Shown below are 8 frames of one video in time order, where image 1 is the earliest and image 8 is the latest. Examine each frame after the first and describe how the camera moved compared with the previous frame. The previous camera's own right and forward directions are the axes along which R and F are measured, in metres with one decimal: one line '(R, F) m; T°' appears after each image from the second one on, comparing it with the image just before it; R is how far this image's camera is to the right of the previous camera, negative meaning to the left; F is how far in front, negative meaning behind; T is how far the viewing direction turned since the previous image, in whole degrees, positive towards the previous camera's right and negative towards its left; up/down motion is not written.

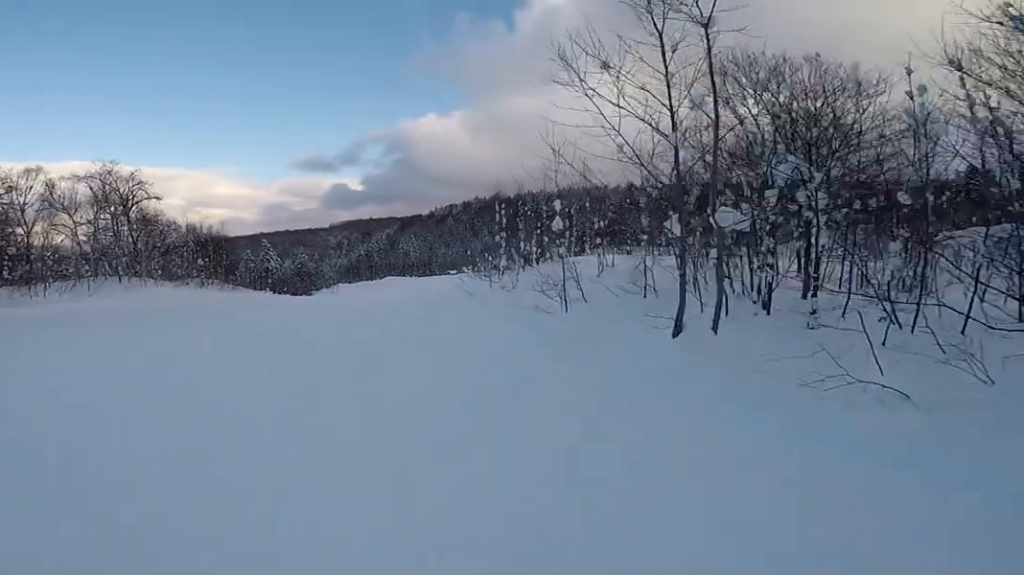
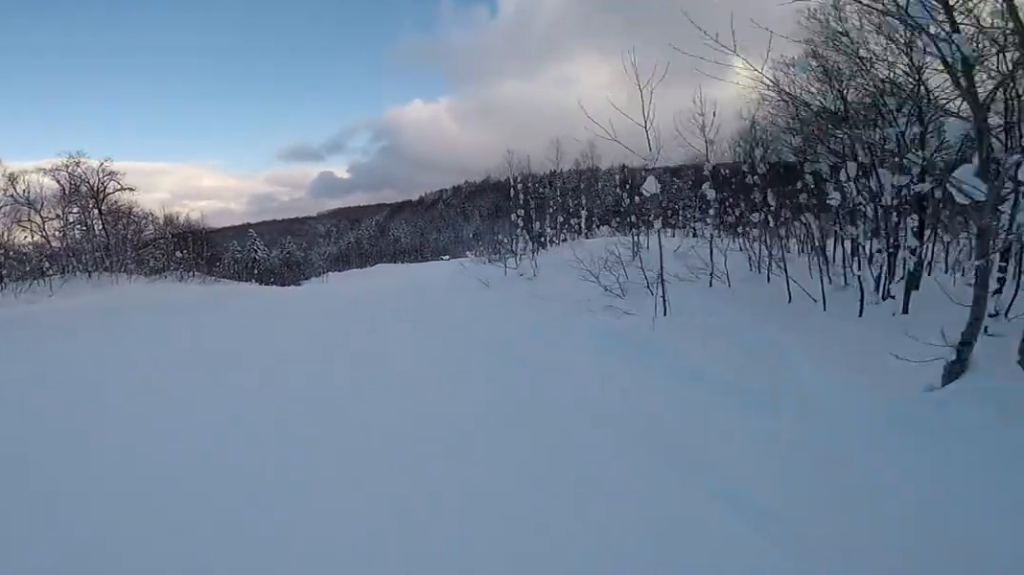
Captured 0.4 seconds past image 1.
(-0.3, +3.7) m; +5°
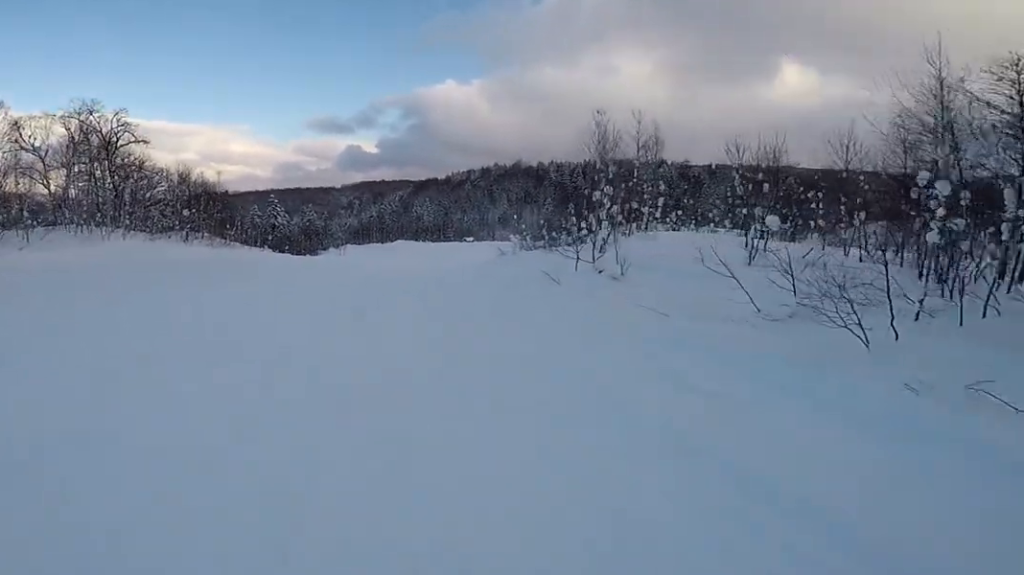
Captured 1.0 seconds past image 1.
(+0.7, +5.1) m; +6°
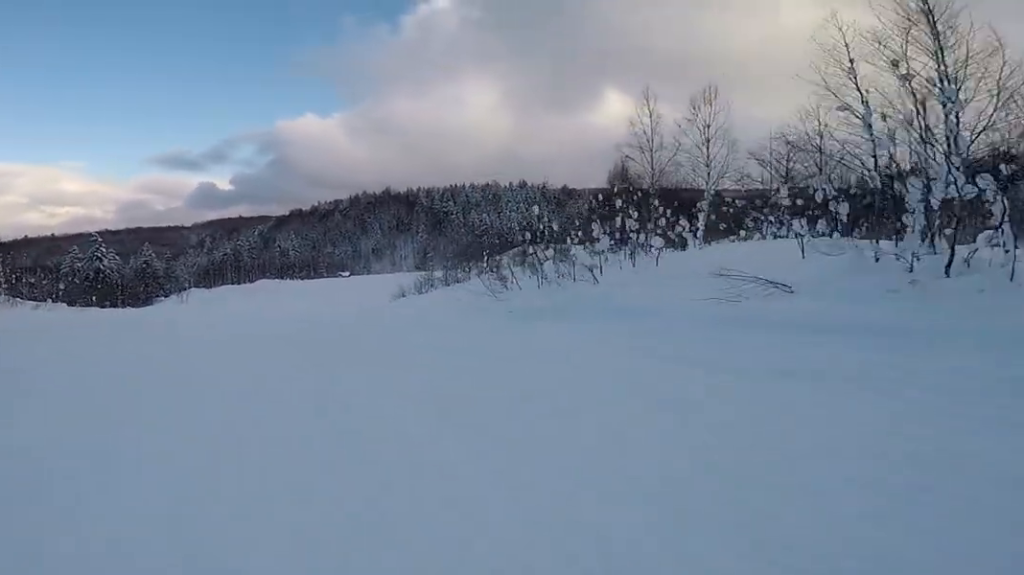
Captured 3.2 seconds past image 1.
(-0.4, +18.8) m; -5°
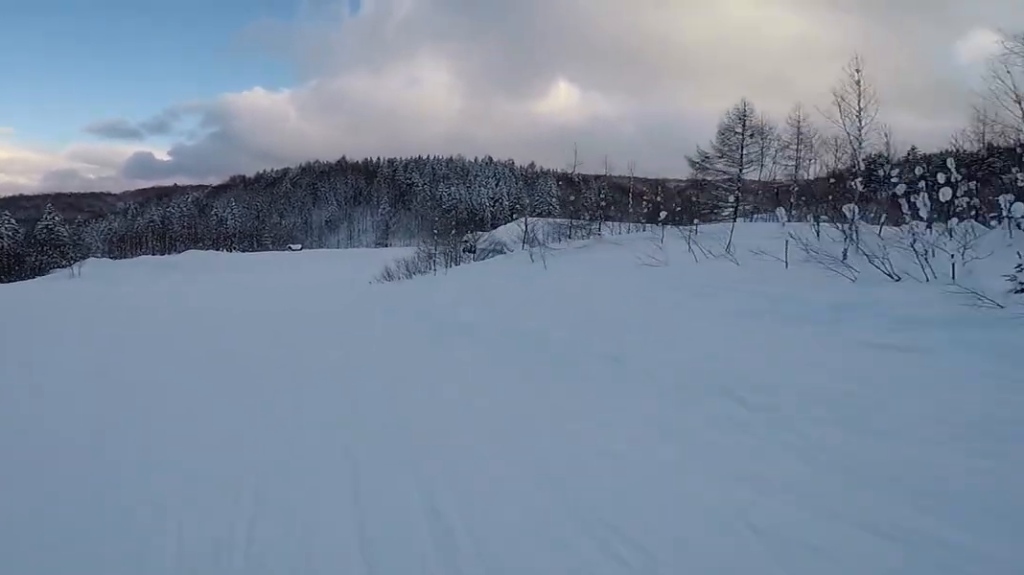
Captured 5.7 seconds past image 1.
(+2.6, +20.7) m; +10°
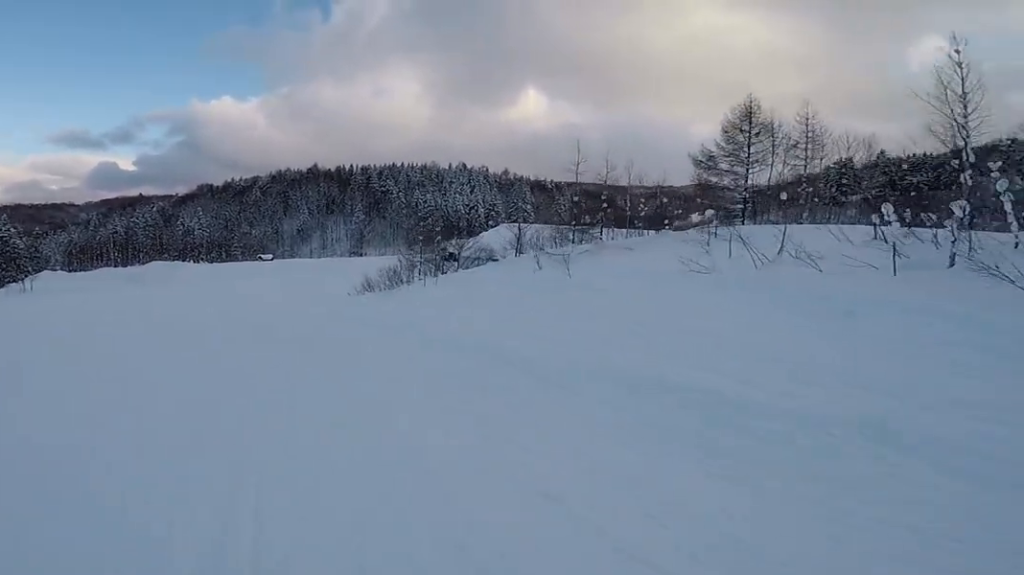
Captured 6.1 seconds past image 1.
(+0.2, +3.5) m; 0°
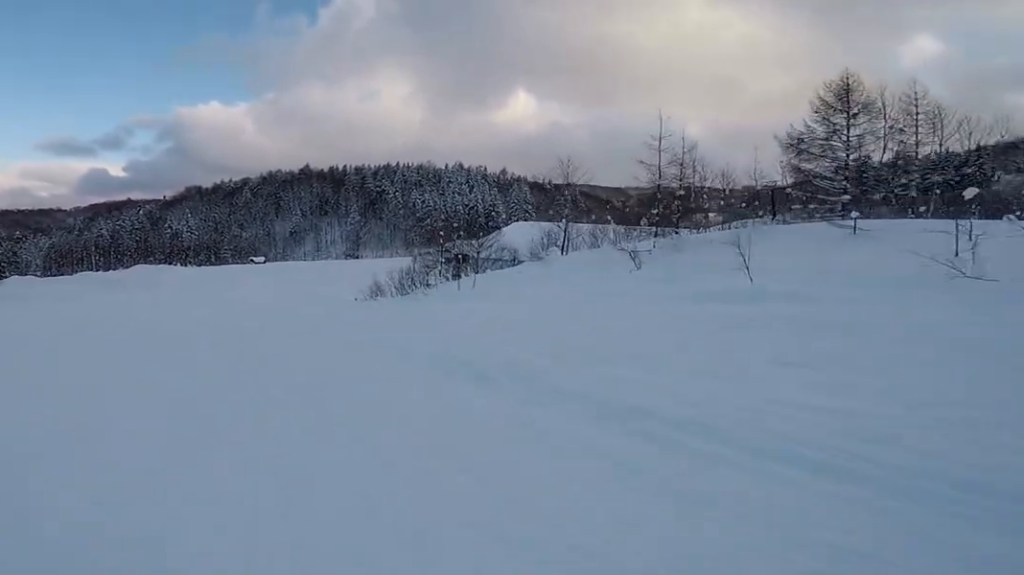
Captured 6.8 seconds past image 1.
(+0.1, +6.9) m; 0°
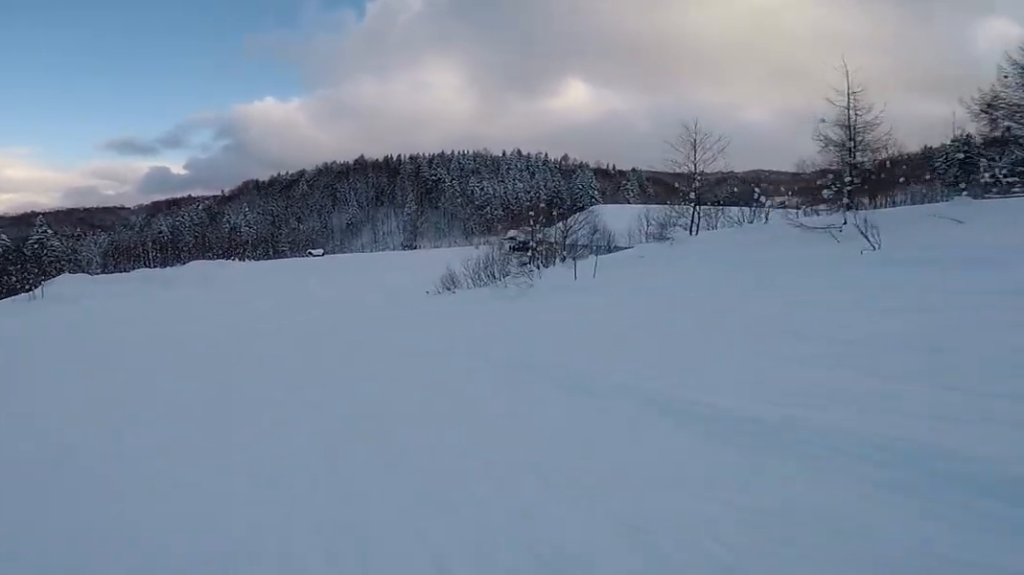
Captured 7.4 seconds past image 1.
(-0.2, +5.7) m; -1°
